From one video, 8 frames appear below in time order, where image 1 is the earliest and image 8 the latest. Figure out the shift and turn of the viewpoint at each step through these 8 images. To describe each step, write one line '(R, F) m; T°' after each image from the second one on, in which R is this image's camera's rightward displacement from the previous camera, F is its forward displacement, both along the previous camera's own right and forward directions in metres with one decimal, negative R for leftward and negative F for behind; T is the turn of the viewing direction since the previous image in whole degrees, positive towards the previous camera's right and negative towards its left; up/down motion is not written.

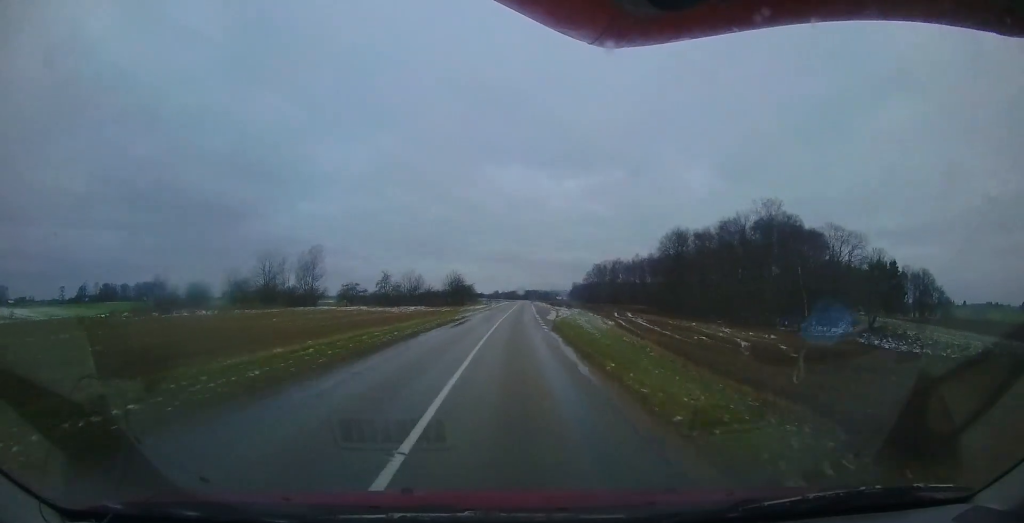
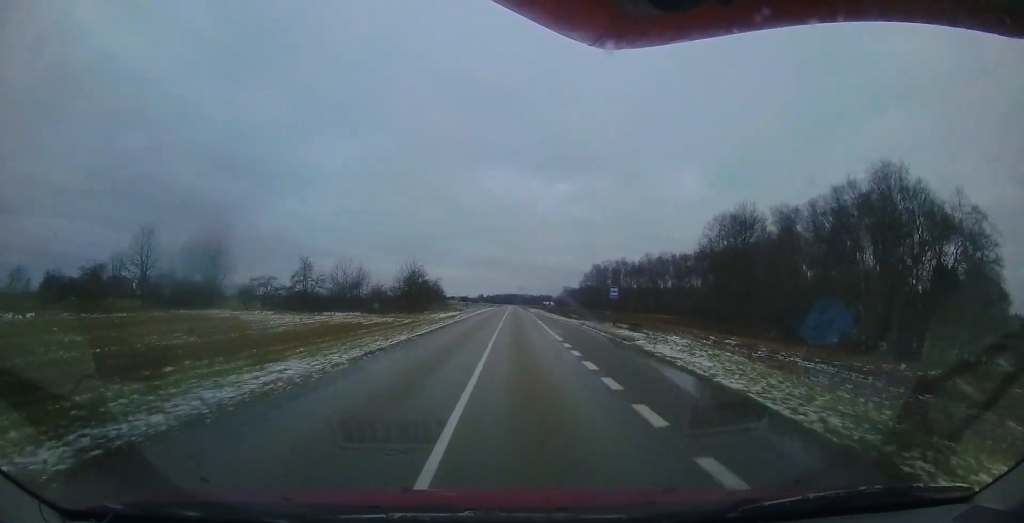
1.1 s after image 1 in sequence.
(+0.6, +28.5) m; +1°
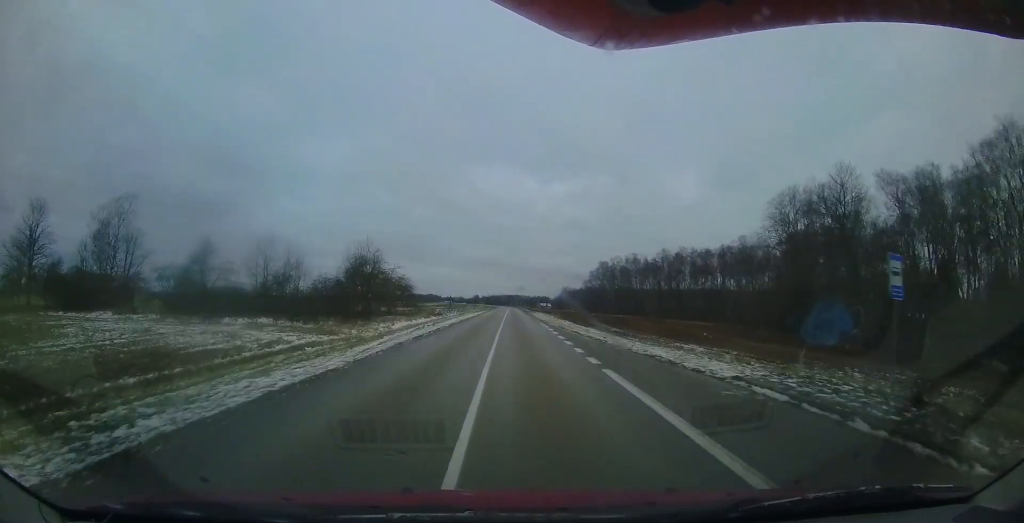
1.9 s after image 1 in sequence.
(-0.1, +19.3) m; +1°
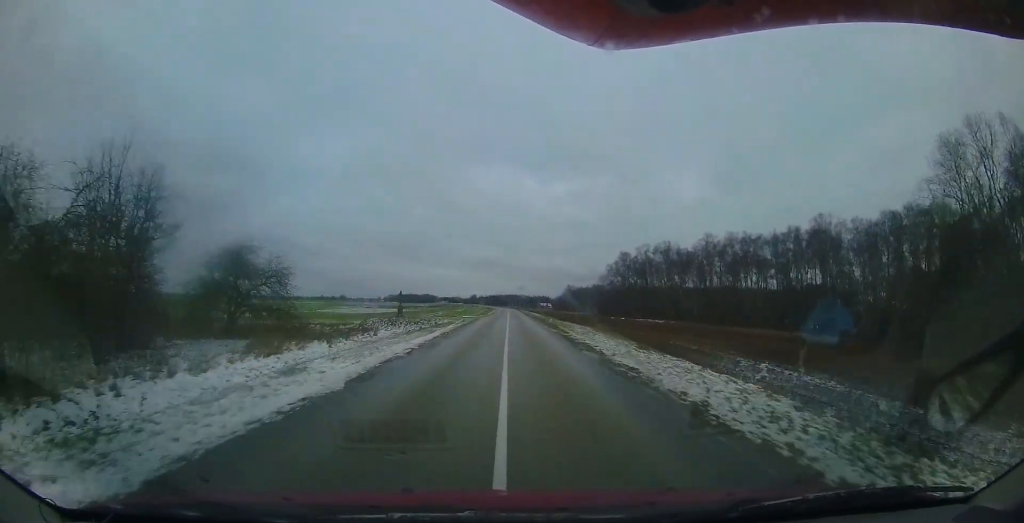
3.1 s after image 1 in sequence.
(+0.6, +29.3) m; +1°
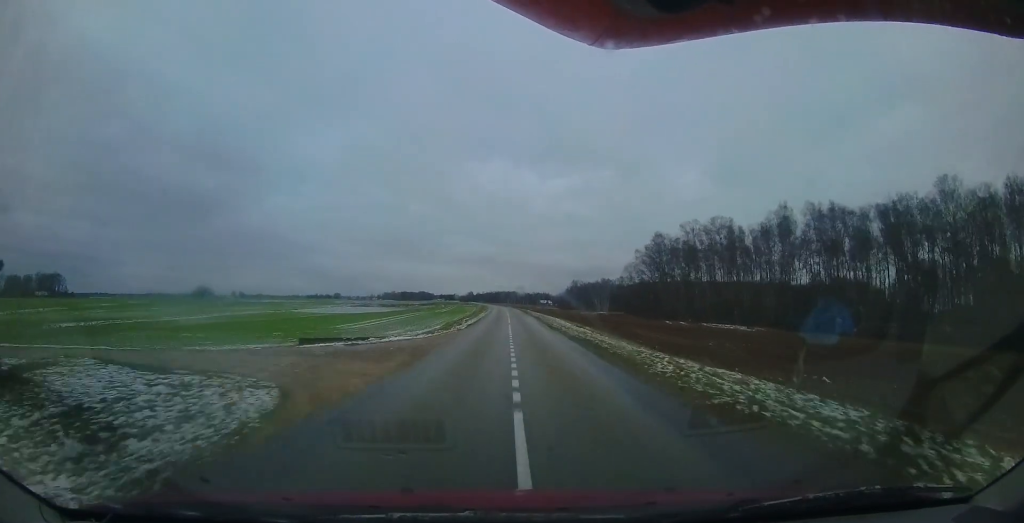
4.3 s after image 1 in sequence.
(-0.3, +30.2) m; 0°
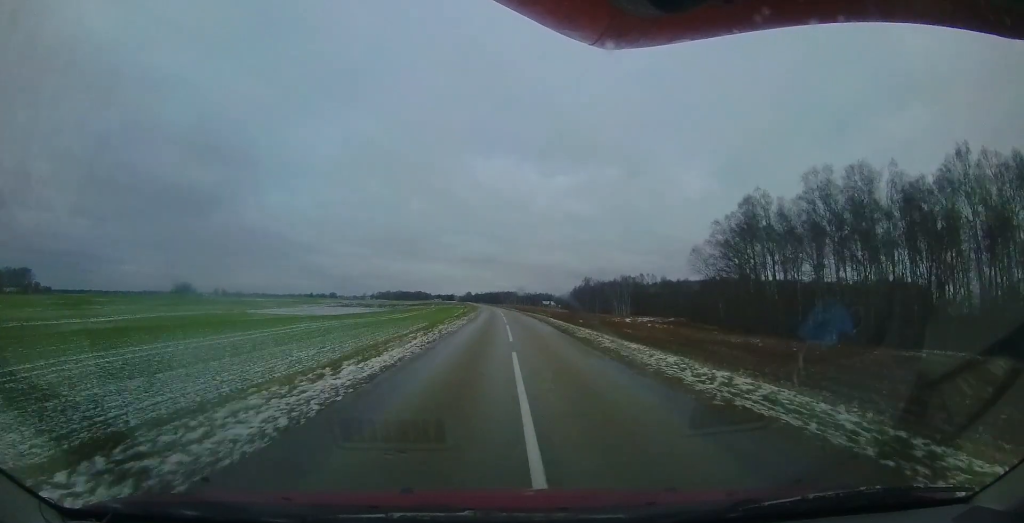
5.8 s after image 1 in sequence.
(+0.2, +39.0) m; +1°
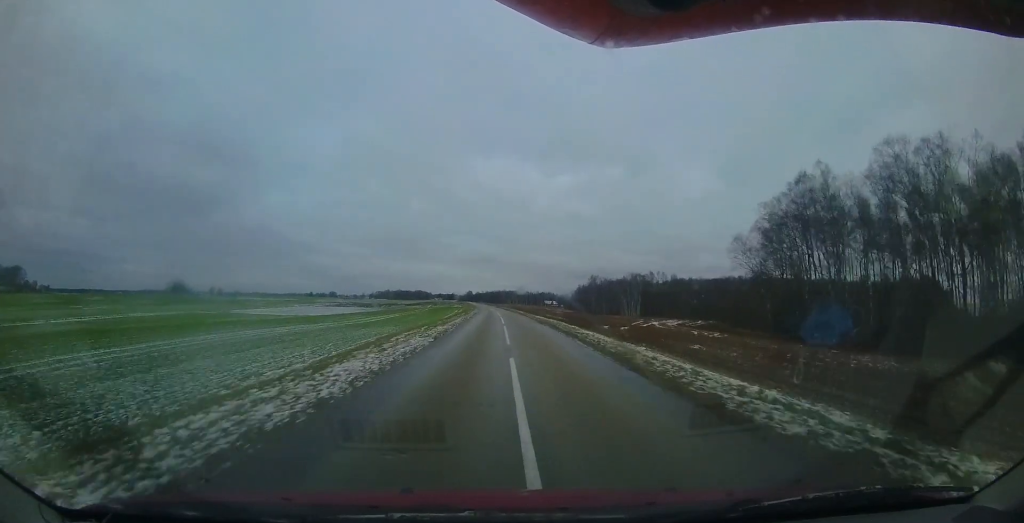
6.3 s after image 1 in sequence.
(+0.1, +13.0) m; 0°
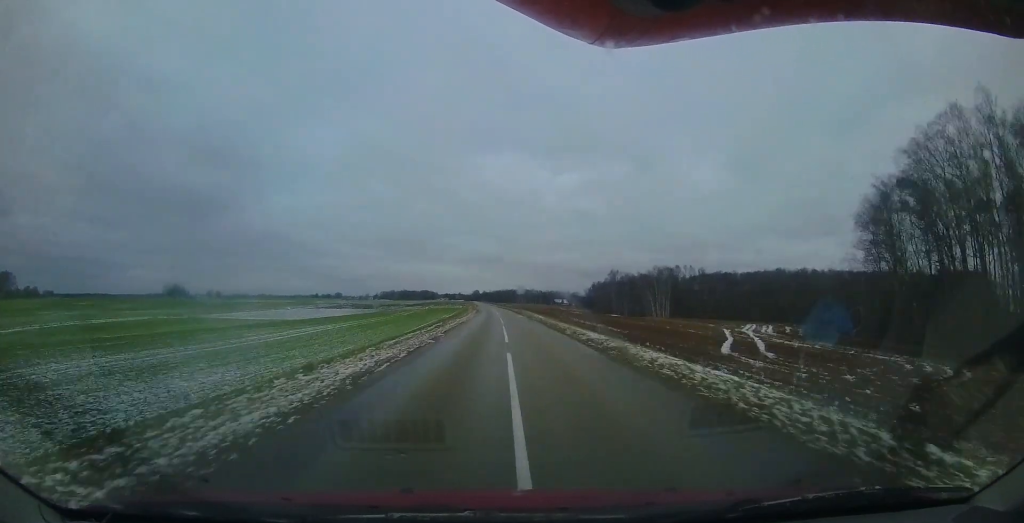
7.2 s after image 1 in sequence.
(+0.2, +23.5) m; 0°
